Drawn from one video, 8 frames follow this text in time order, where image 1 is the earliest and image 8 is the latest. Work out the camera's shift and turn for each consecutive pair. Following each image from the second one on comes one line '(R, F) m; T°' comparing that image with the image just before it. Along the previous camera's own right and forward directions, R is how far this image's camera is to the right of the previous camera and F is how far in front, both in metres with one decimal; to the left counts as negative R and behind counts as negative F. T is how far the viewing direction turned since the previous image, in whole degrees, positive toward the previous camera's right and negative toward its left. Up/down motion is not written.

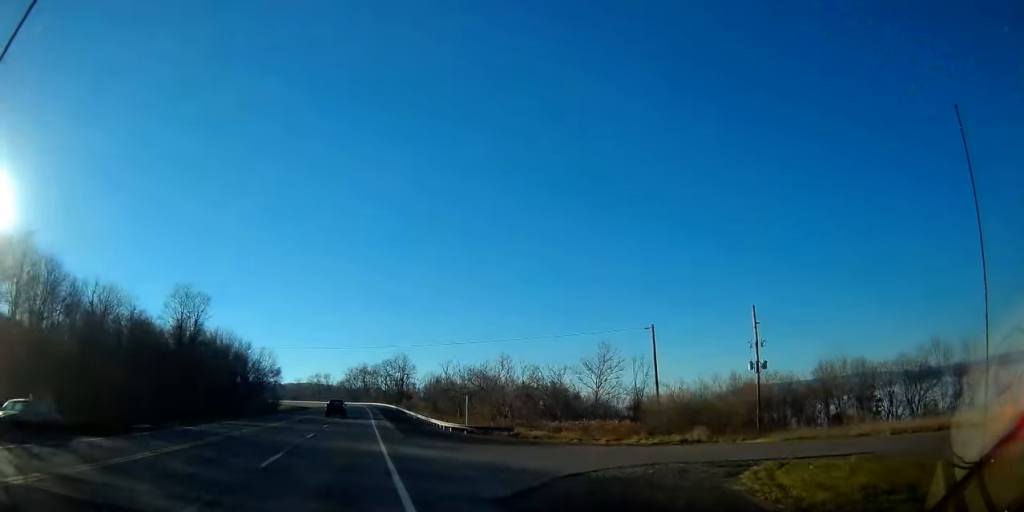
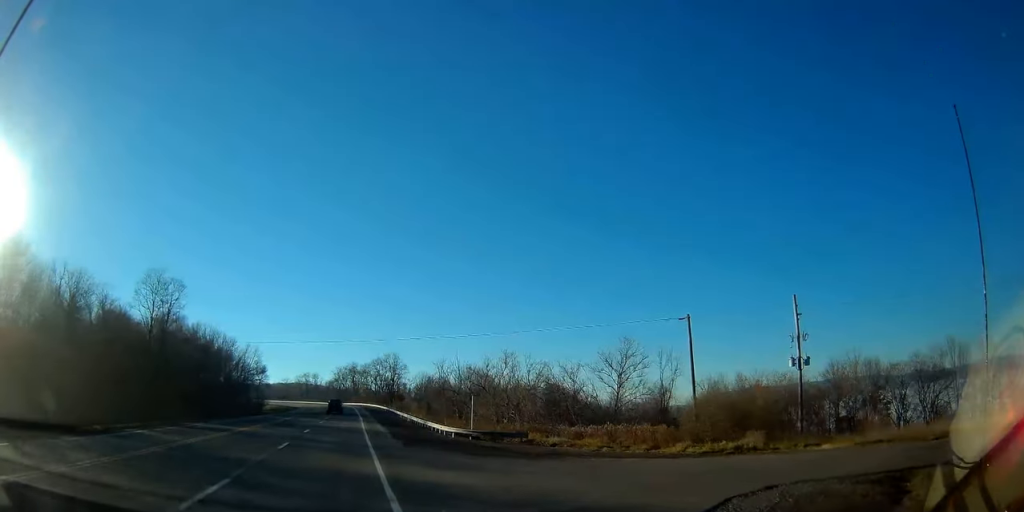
(+0.2, +7.0) m; +3°
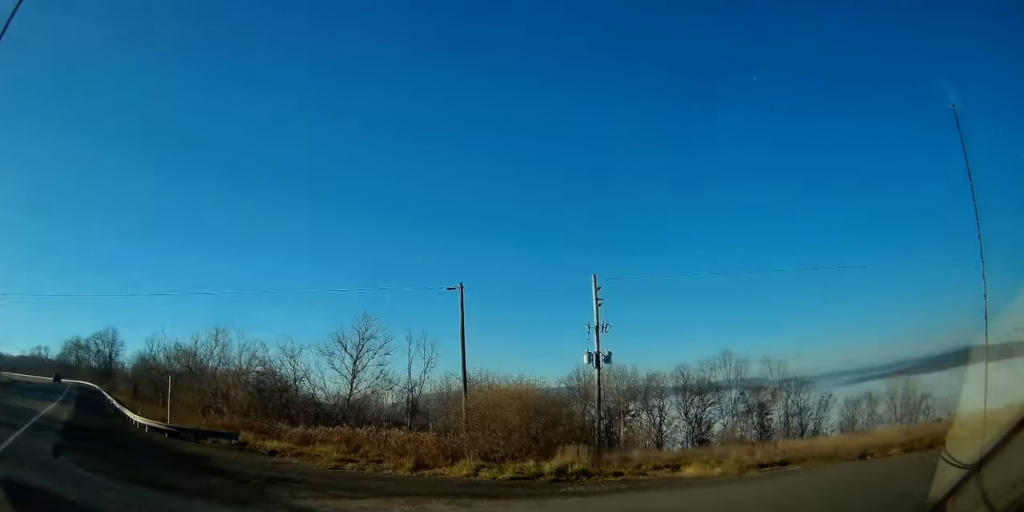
(+1.9, +12.6) m; +29°
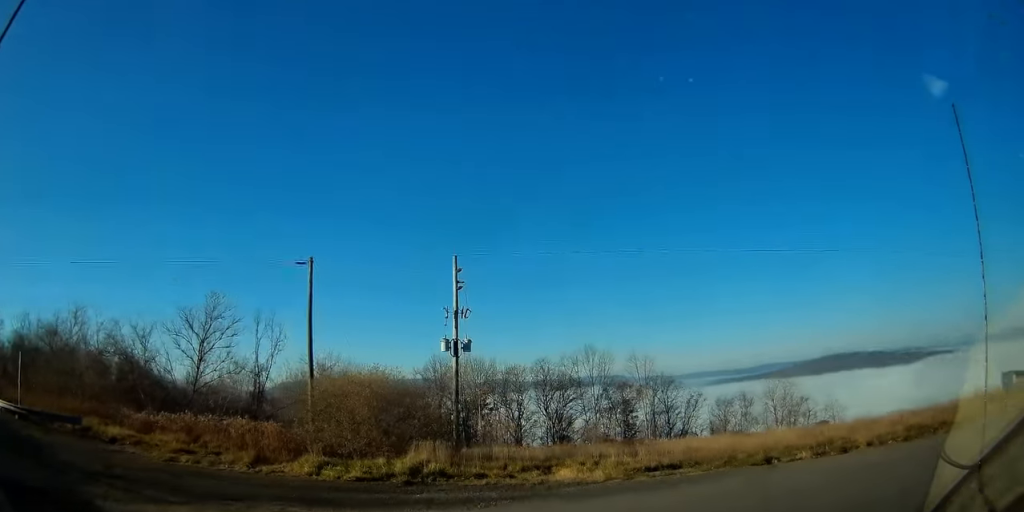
(+0.3, +3.0) m; +15°
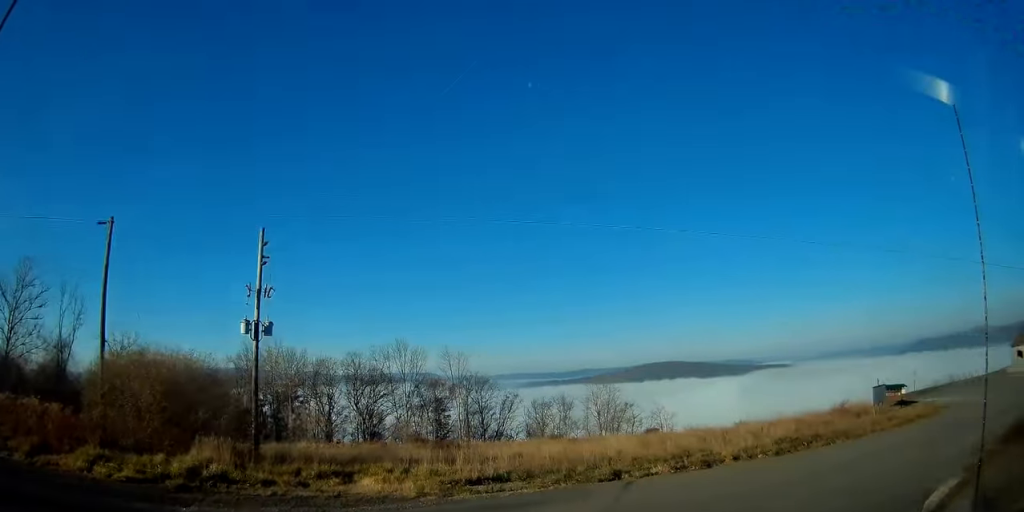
(+0.6, +3.3) m; +18°
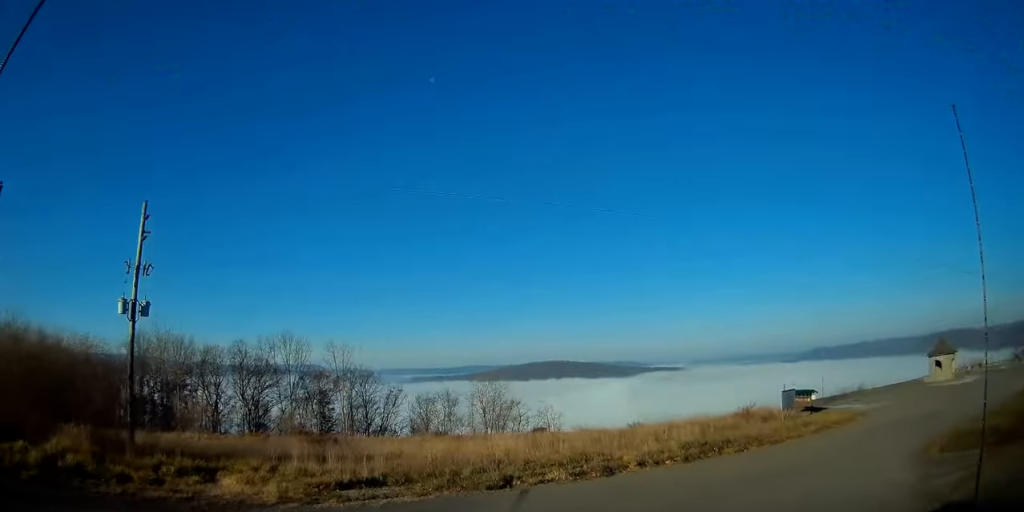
(+0.3, +2.0) m; +11°
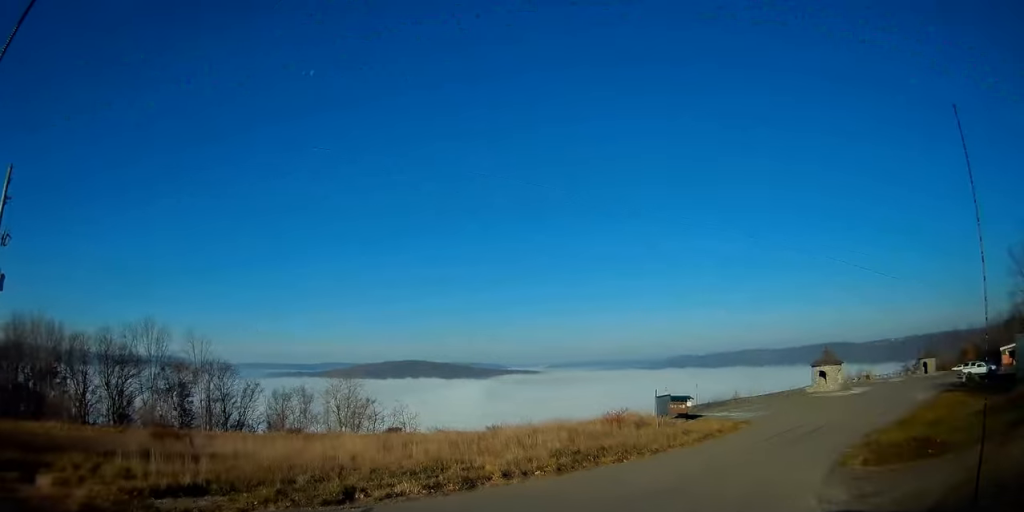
(0.0, +2.5) m; +13°
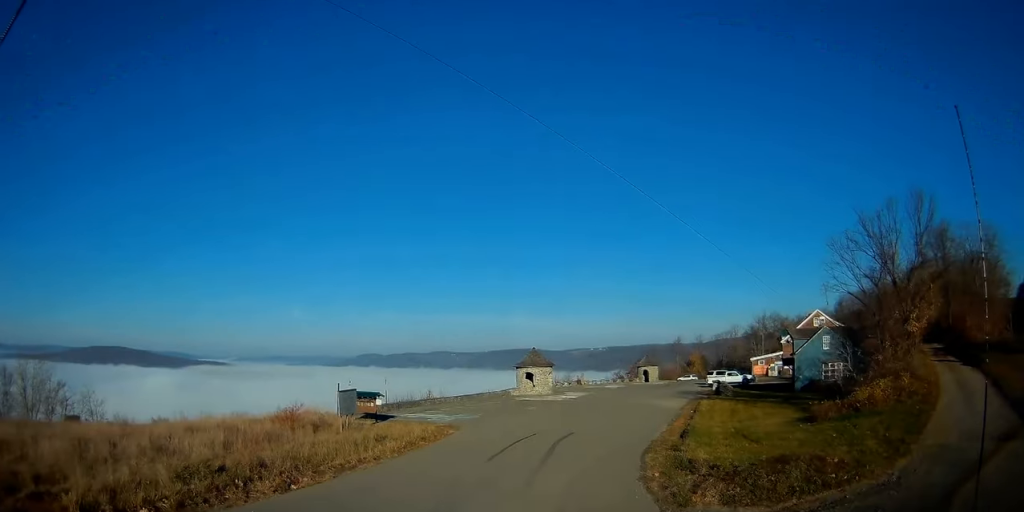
(+2.5, +6.9) m; +29°
